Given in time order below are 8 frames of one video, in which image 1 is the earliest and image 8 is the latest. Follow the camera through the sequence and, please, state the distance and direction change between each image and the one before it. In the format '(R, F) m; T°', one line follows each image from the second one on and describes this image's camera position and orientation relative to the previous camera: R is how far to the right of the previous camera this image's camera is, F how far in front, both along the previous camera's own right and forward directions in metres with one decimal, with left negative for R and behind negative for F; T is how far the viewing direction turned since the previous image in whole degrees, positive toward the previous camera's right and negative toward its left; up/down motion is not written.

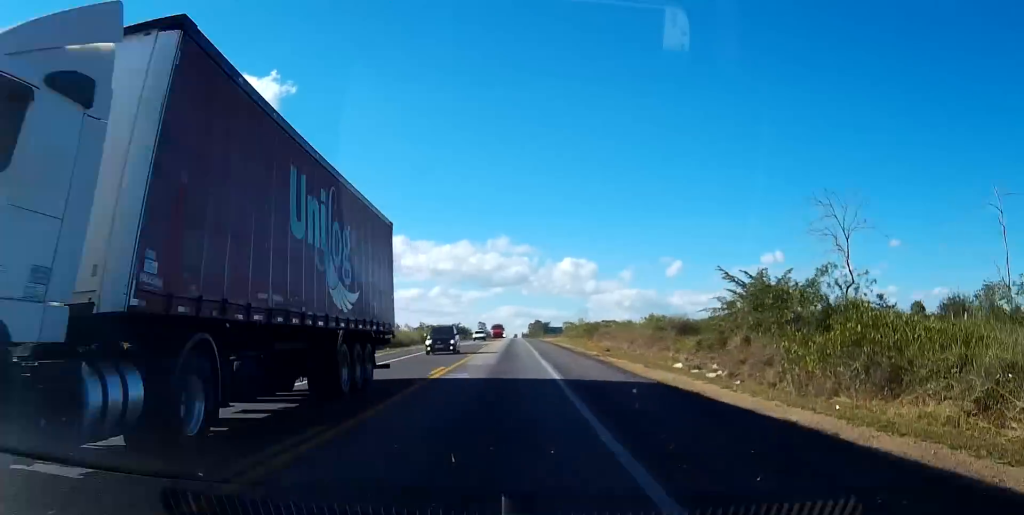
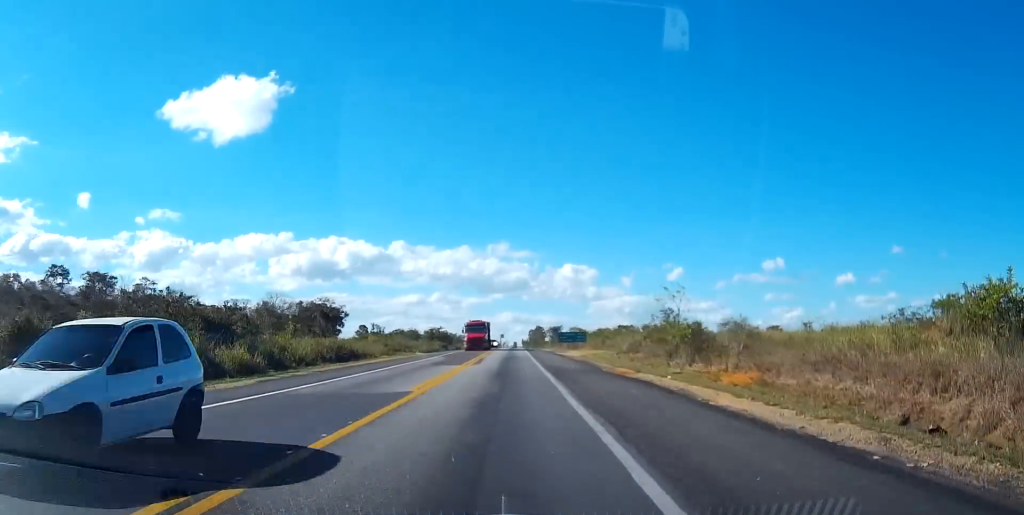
(-0.1, +53.0) m; 0°
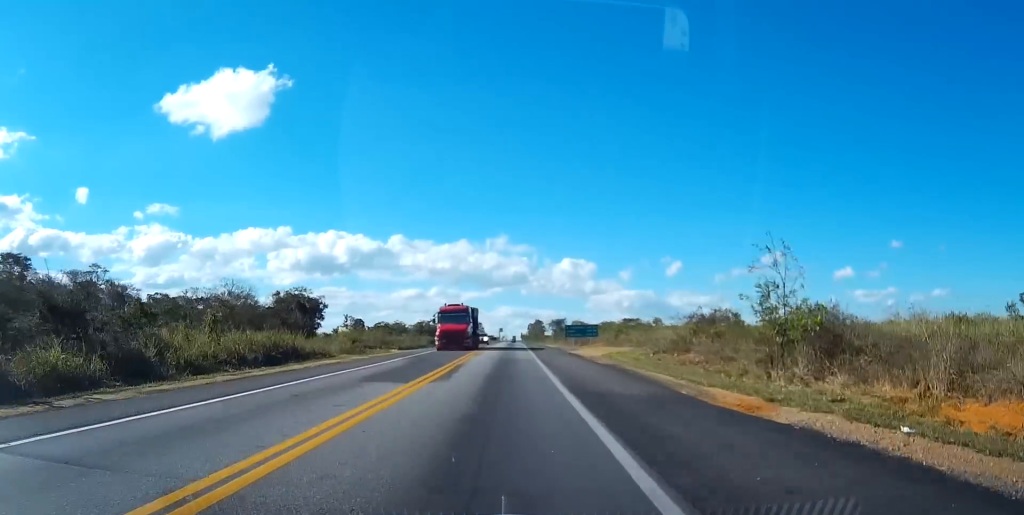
(+0.1, +16.3) m; 0°
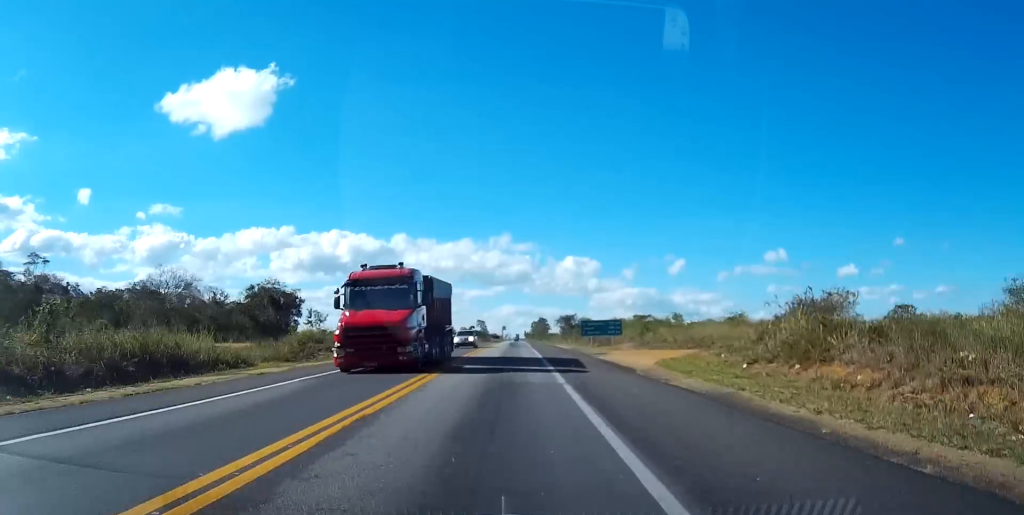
(-0.2, +17.5) m; 0°
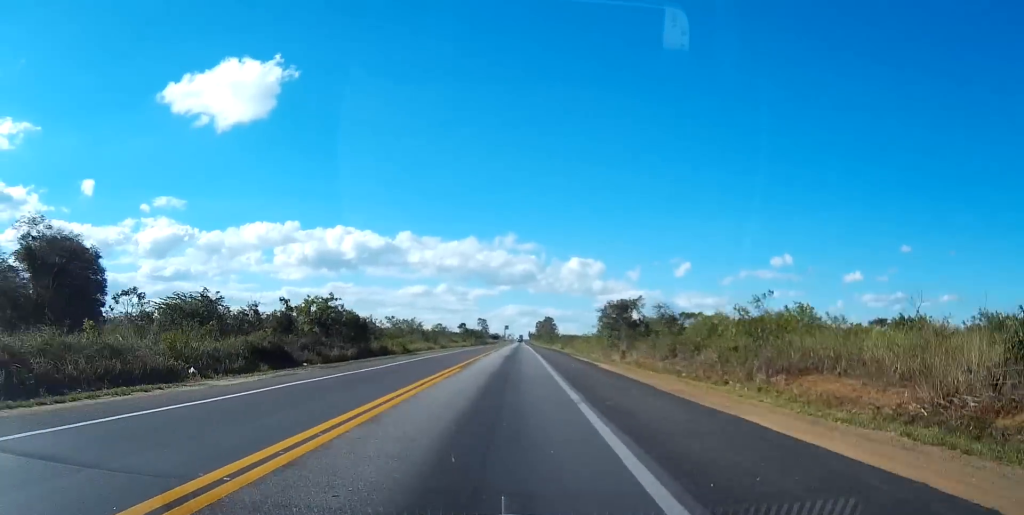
(-0.3, +66.4) m; 0°
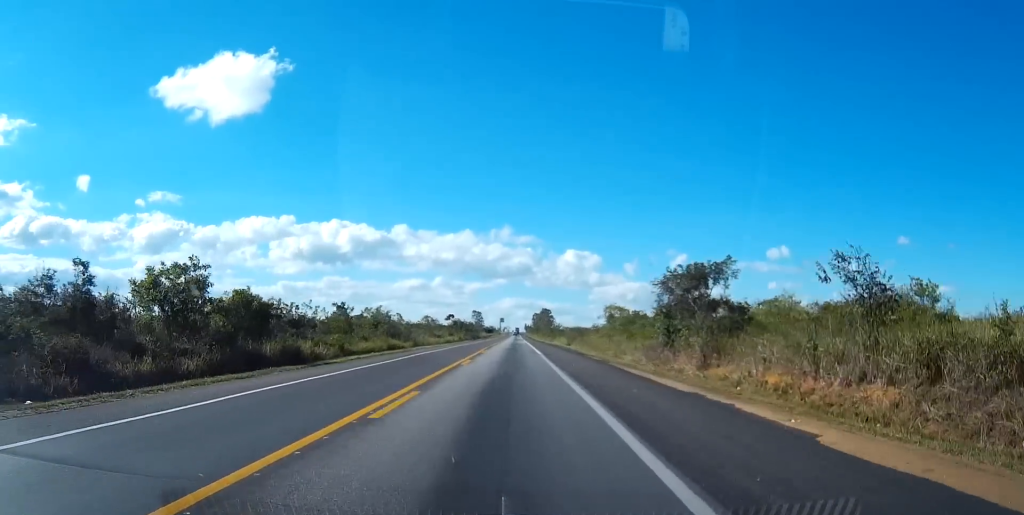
(-0.1, +28.2) m; 0°
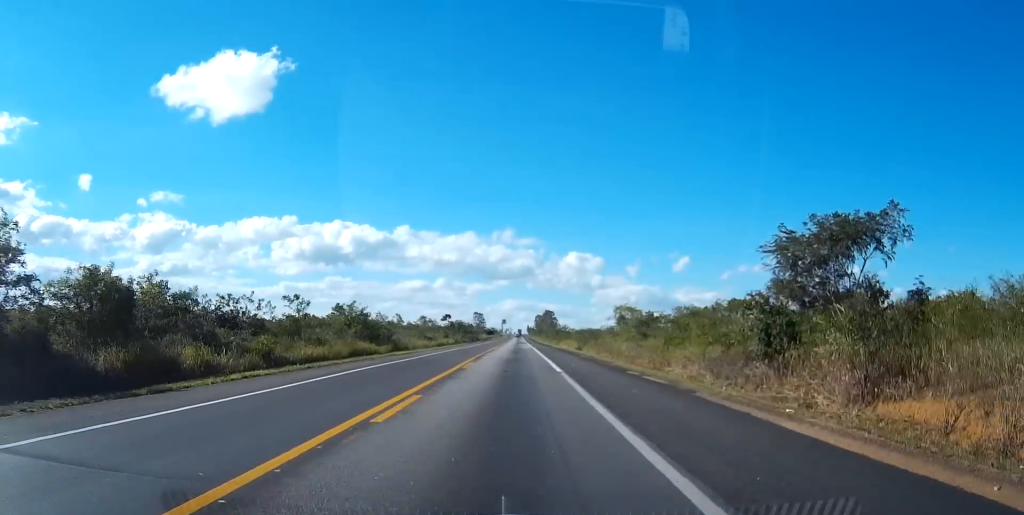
(-0.1, +17.0) m; 0°
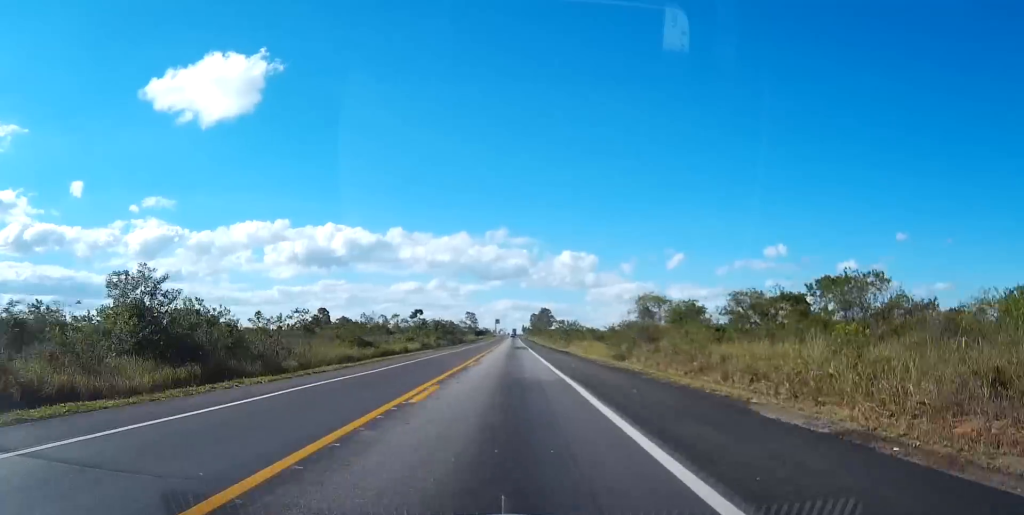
(+0.3, +46.0) m; 0°
